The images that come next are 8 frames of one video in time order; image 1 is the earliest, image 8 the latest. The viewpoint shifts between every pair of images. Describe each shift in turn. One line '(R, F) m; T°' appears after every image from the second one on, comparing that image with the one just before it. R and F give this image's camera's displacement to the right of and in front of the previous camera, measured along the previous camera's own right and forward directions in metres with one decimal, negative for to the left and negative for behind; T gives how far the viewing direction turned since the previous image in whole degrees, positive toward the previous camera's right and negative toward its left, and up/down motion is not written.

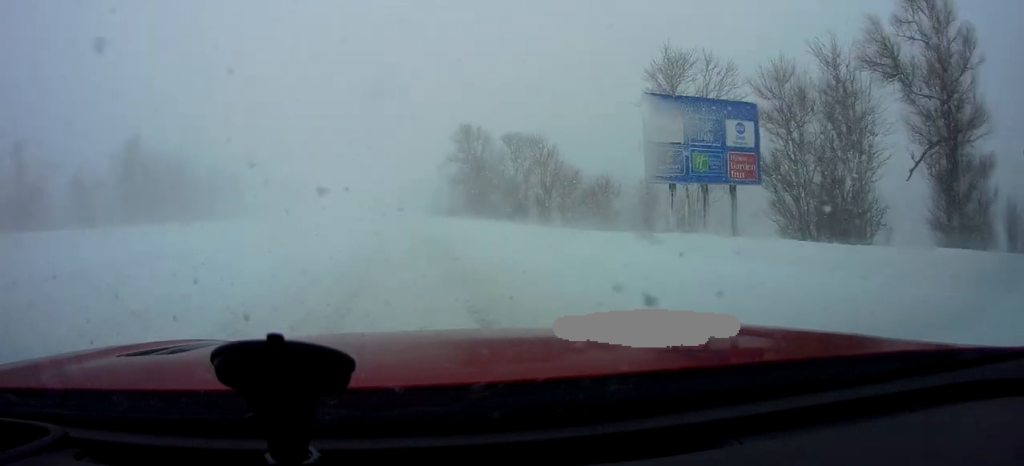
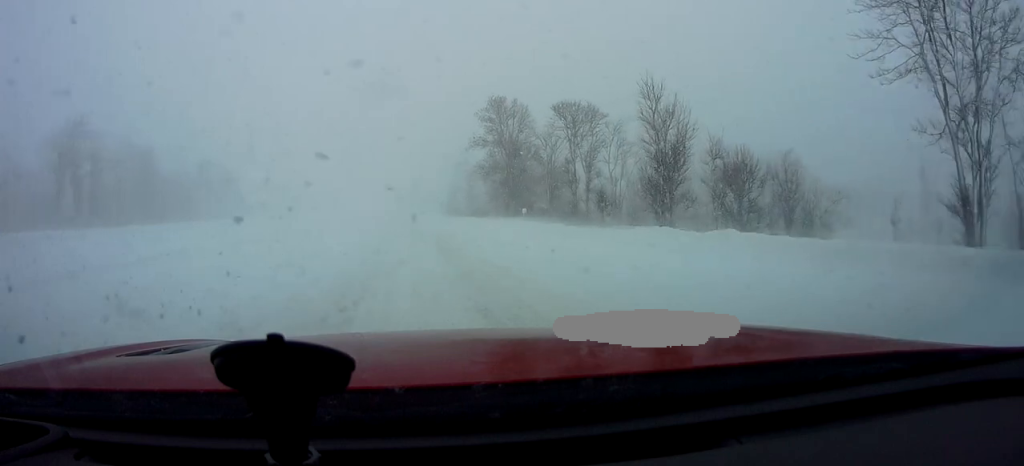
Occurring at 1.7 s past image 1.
(0.0, +21.0) m; +1°
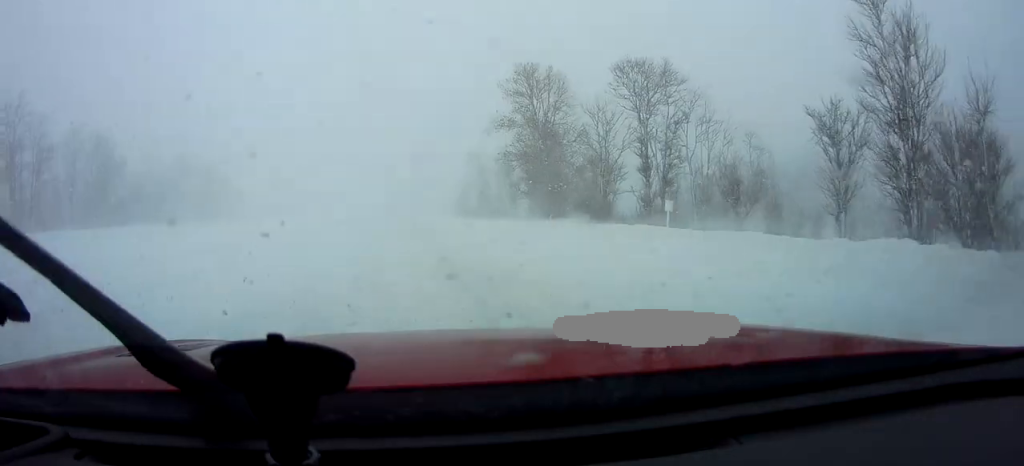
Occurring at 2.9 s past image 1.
(+0.1, +14.3) m; 0°
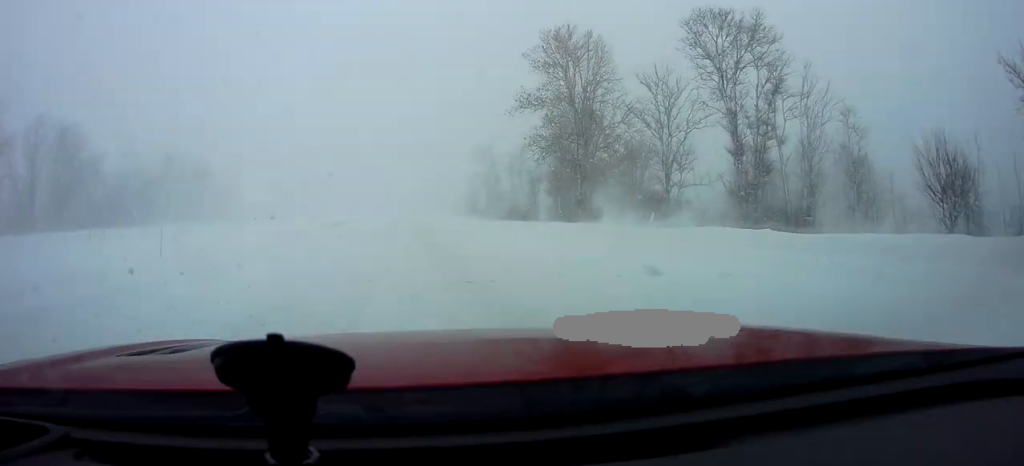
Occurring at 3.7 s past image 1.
(-0.1, +9.3) m; -1°
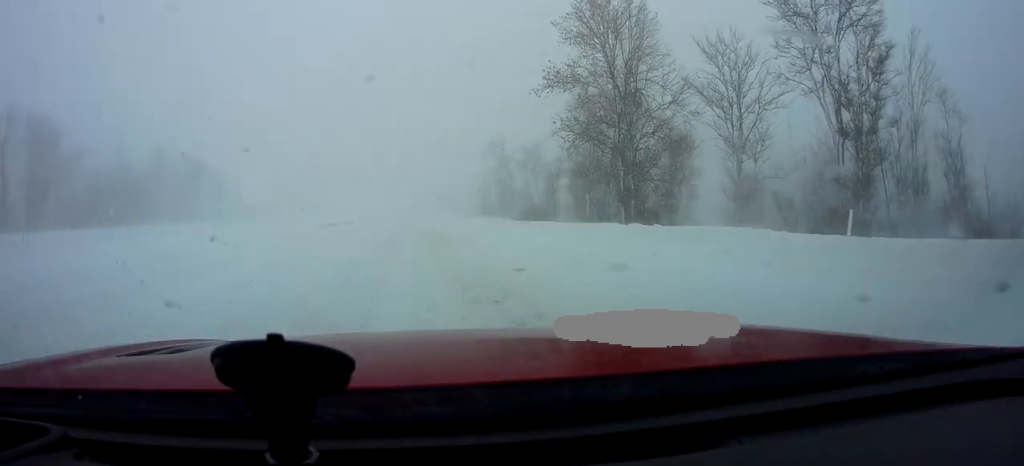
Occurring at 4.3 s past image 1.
(0.0, +6.3) m; 0°
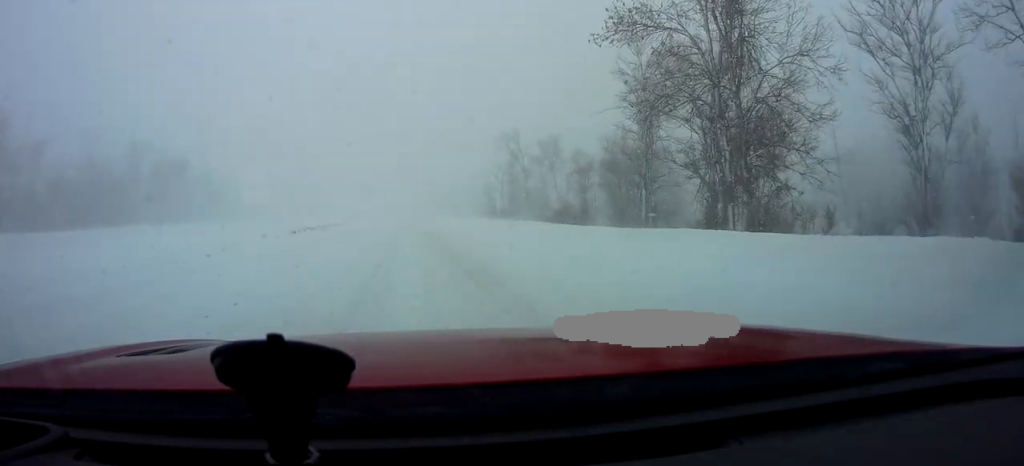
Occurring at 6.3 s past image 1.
(0.0, +21.2) m; 0°
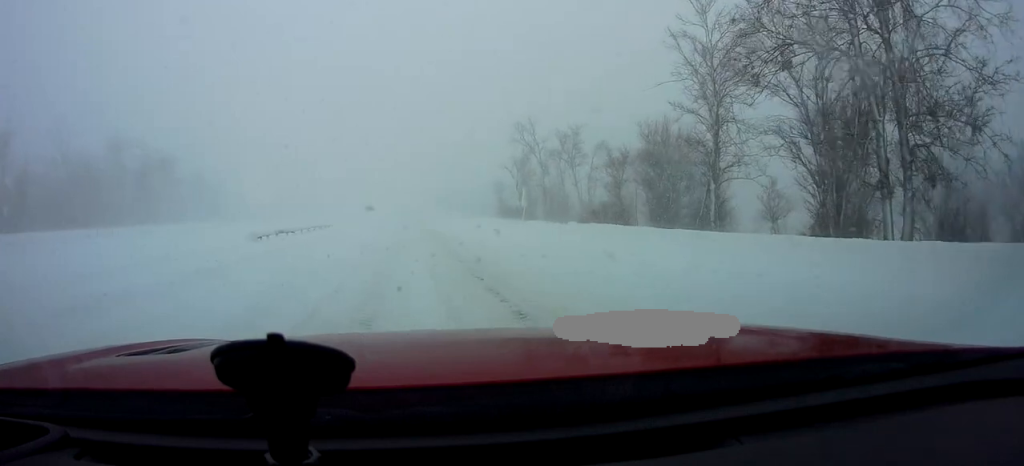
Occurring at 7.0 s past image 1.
(0.0, +8.2) m; 0°
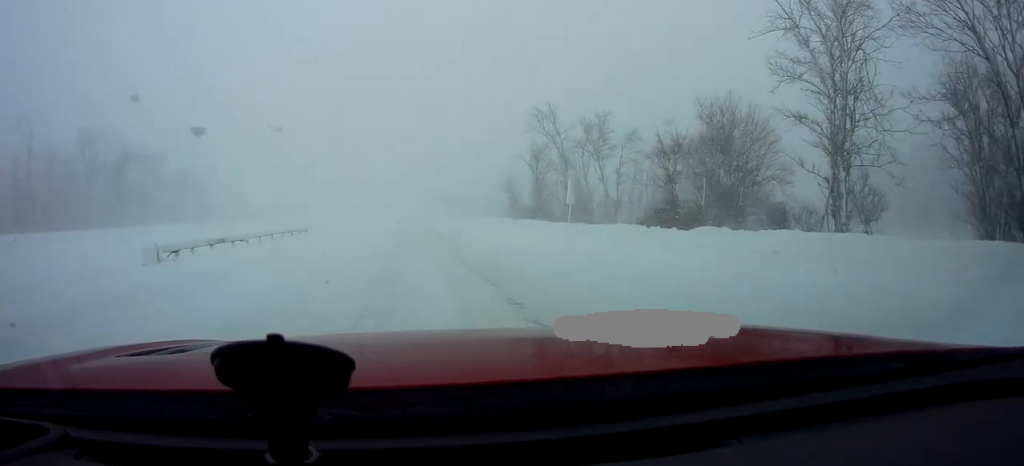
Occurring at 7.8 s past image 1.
(0.0, +9.7) m; 0°
